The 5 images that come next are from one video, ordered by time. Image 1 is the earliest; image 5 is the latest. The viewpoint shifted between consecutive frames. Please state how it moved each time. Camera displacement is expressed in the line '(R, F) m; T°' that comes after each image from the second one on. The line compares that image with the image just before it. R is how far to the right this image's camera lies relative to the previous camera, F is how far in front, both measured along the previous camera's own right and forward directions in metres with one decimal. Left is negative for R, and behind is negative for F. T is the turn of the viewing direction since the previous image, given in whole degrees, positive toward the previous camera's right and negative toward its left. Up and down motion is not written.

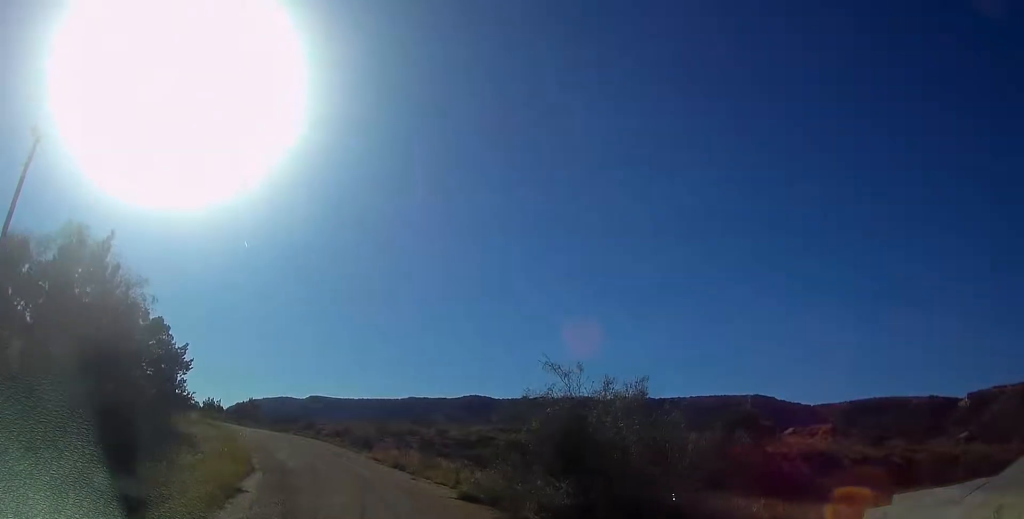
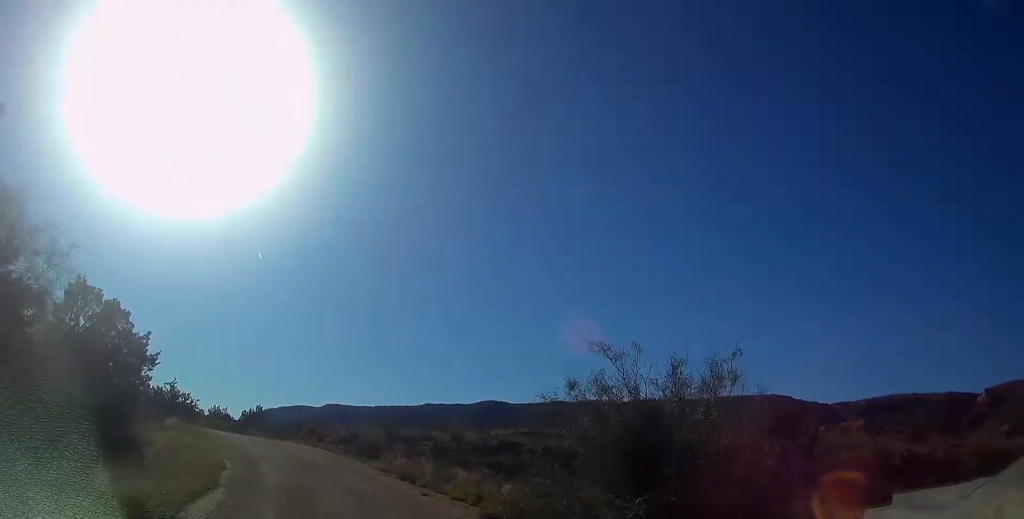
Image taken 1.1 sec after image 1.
(-0.5, +3.3) m; -3°
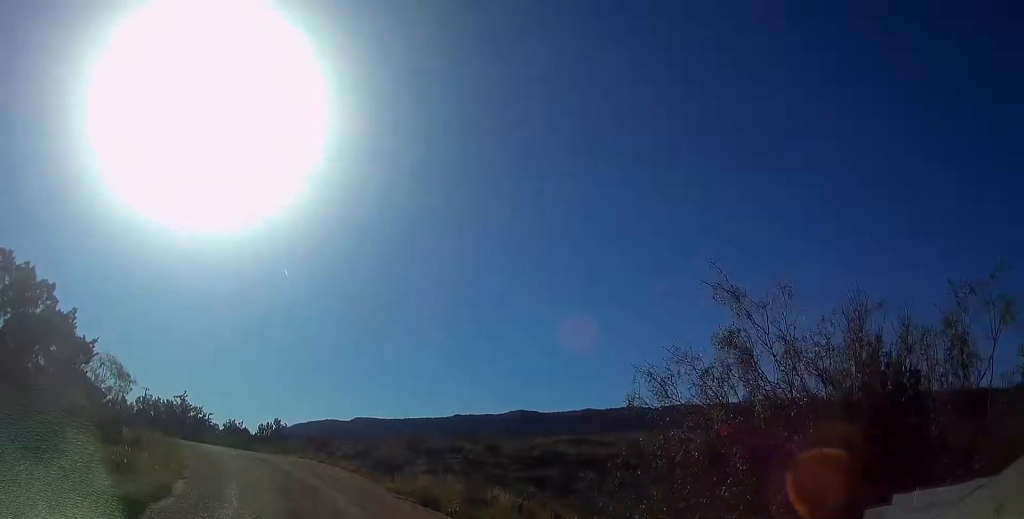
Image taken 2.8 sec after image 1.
(+0.9, +4.8) m; +5°
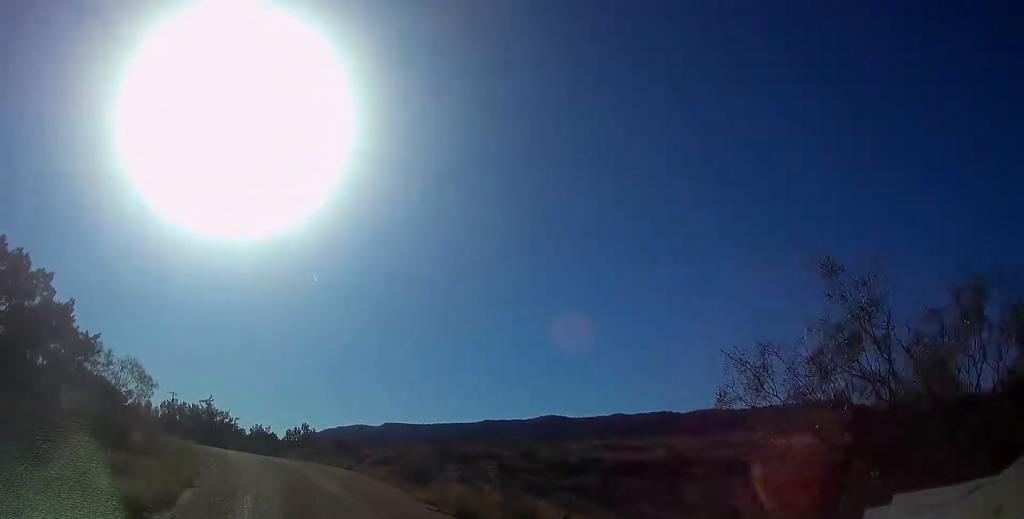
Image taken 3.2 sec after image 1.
(-0.3, +1.3) m; -6°
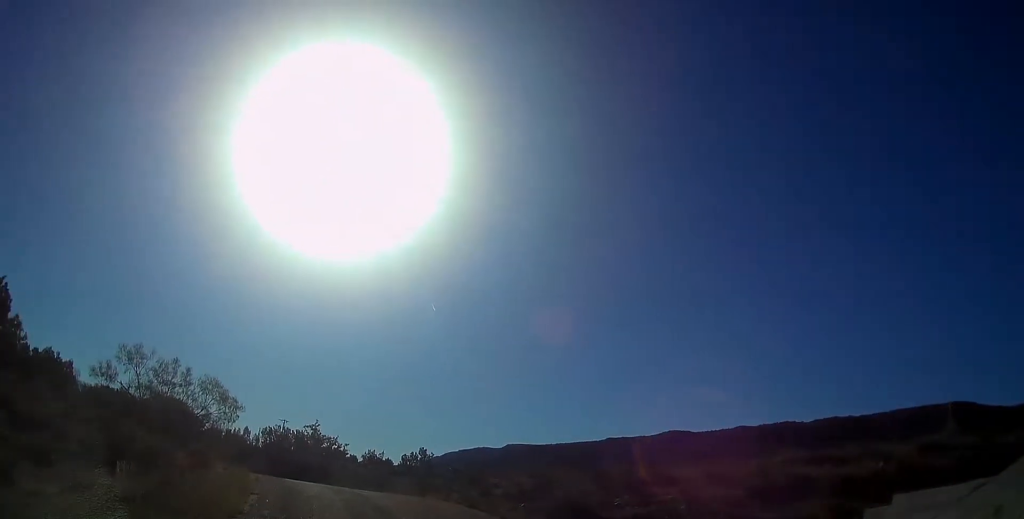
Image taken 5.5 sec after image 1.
(-1.7, +6.6) m; -20°
